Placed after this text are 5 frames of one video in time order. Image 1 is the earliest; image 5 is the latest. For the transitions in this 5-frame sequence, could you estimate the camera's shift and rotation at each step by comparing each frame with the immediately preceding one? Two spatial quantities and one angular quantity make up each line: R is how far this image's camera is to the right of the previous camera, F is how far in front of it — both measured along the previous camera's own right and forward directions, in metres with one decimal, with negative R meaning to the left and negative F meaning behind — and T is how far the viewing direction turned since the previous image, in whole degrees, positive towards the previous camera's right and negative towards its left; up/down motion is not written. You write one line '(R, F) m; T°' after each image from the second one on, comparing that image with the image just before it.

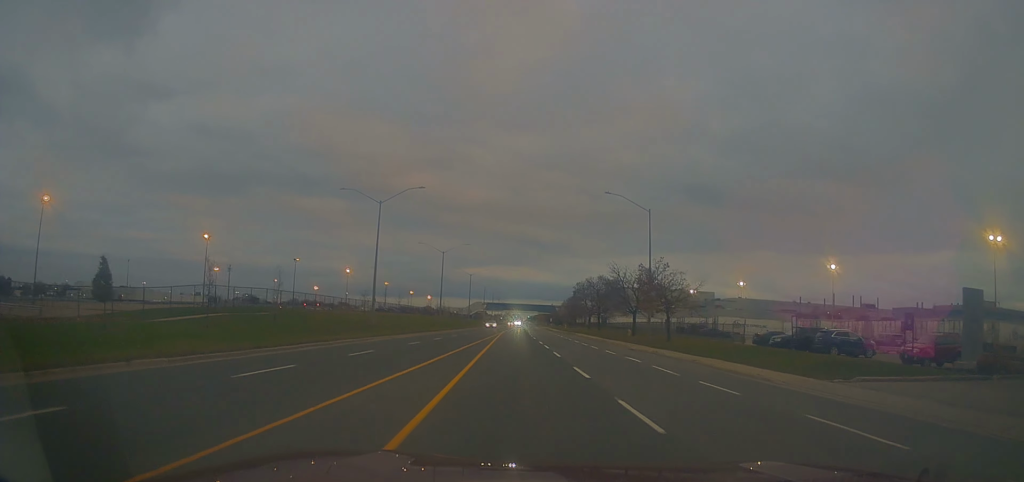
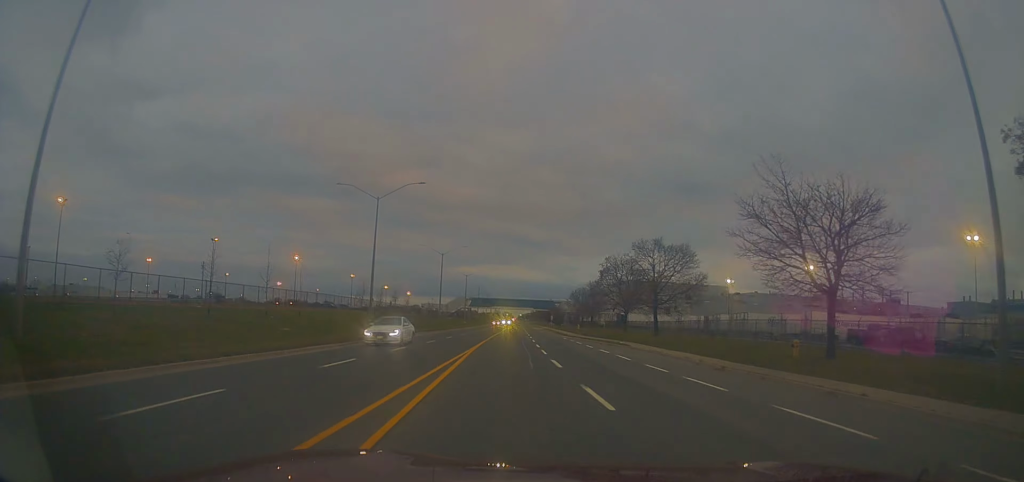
(+0.5, +41.0) m; +1°
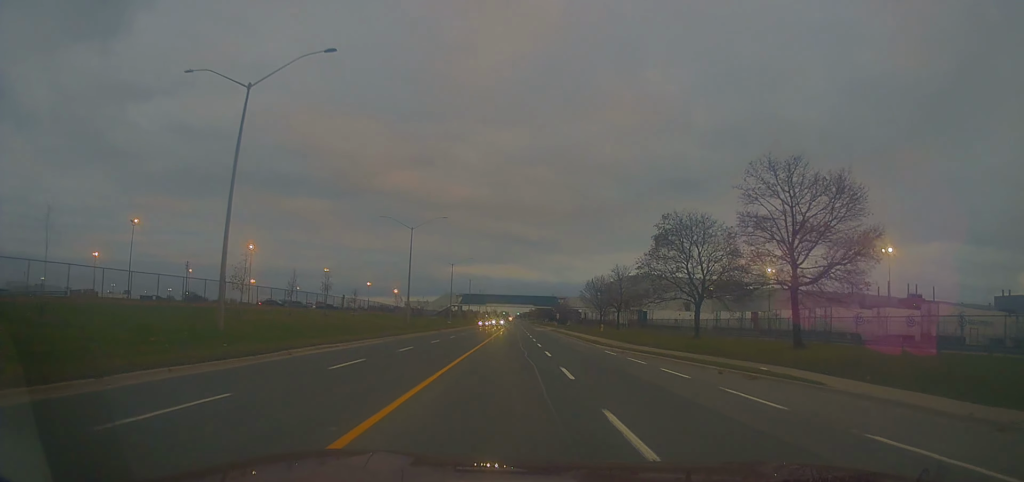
(+0.3, +27.4) m; 0°
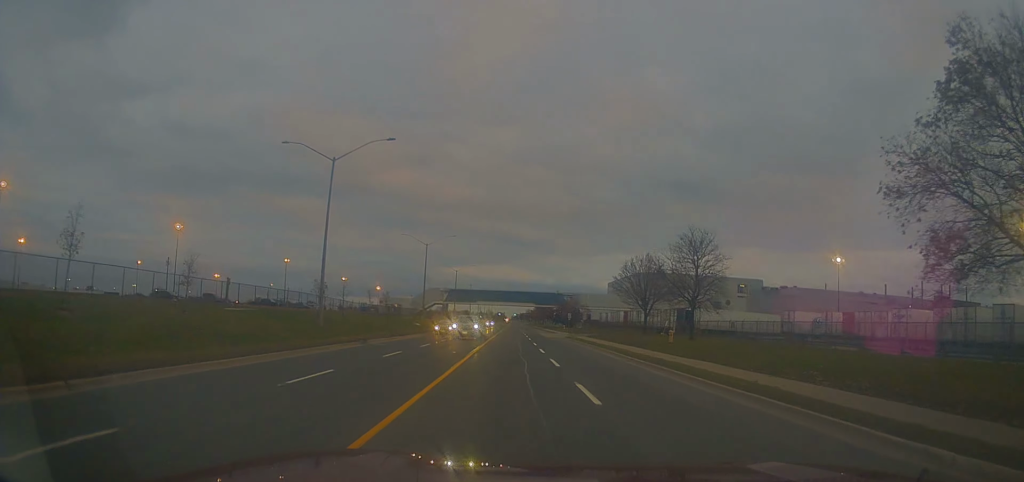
(+0.4, +30.9) m; +2°
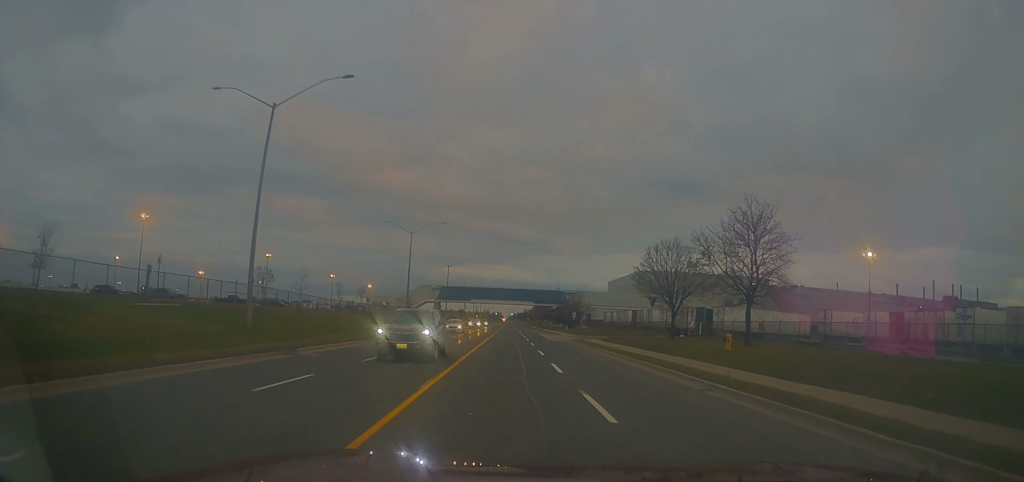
(+0.1, +10.7) m; 0°
